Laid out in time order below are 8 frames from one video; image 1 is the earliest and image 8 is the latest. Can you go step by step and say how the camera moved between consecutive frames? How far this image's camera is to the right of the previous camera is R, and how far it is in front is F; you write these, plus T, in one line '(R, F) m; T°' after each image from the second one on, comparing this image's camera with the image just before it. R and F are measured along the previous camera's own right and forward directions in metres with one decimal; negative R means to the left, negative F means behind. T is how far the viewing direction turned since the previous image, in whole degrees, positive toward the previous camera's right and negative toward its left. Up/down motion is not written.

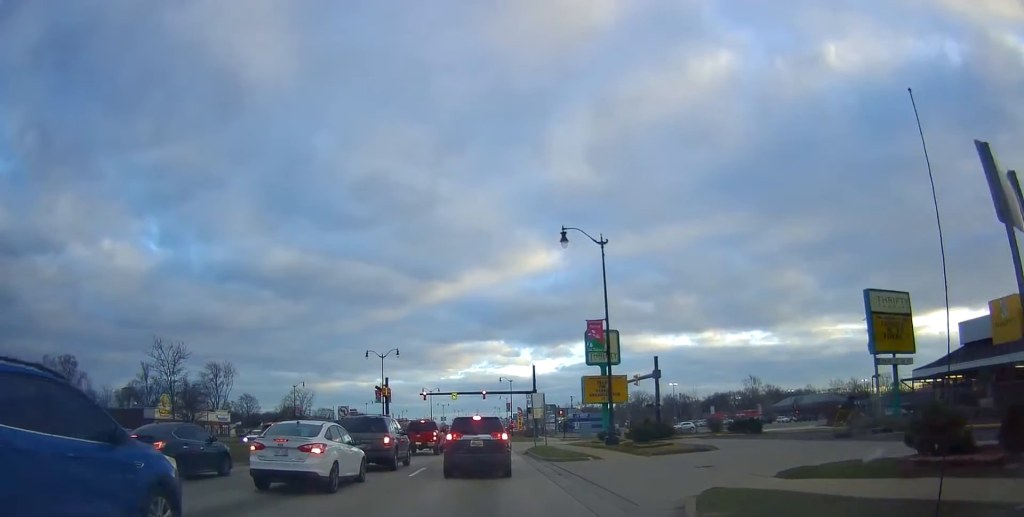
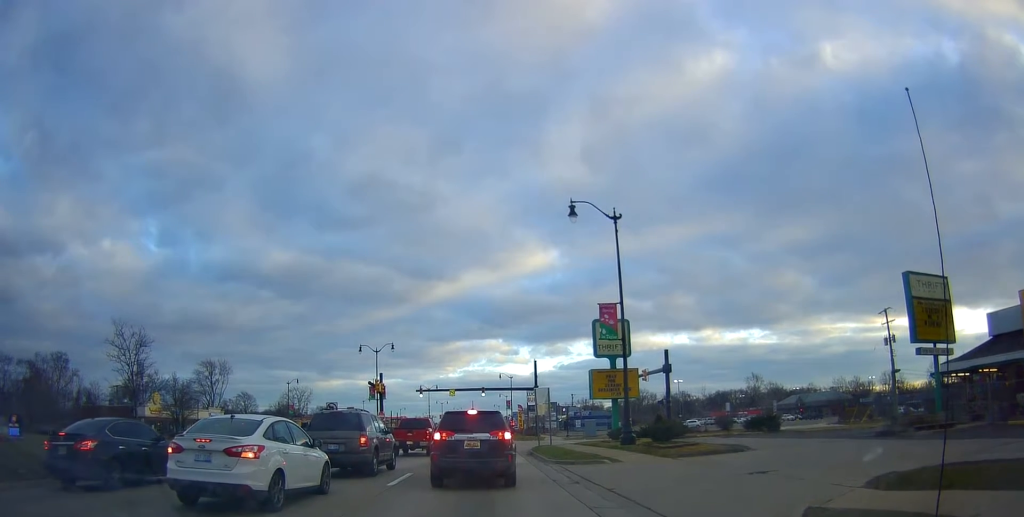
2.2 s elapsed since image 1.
(-0.2, +5.6) m; -2°
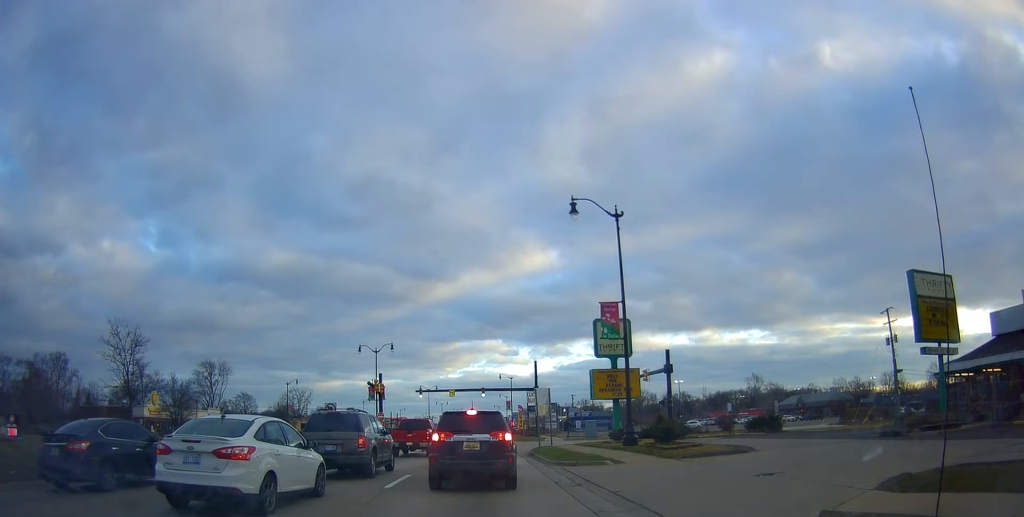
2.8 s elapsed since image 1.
(-0.3, +0.4) m; 0°
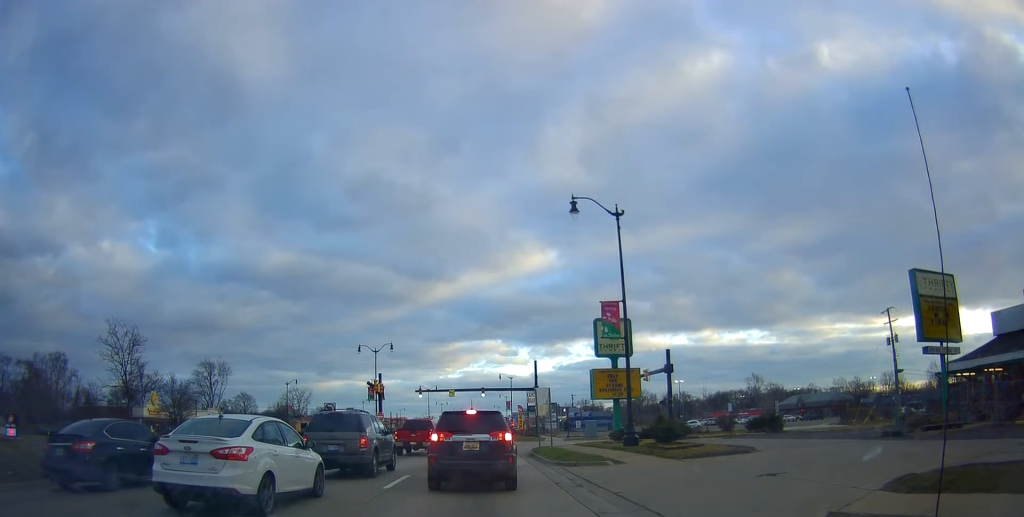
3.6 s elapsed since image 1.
(-0.4, +0.2) m; 0°
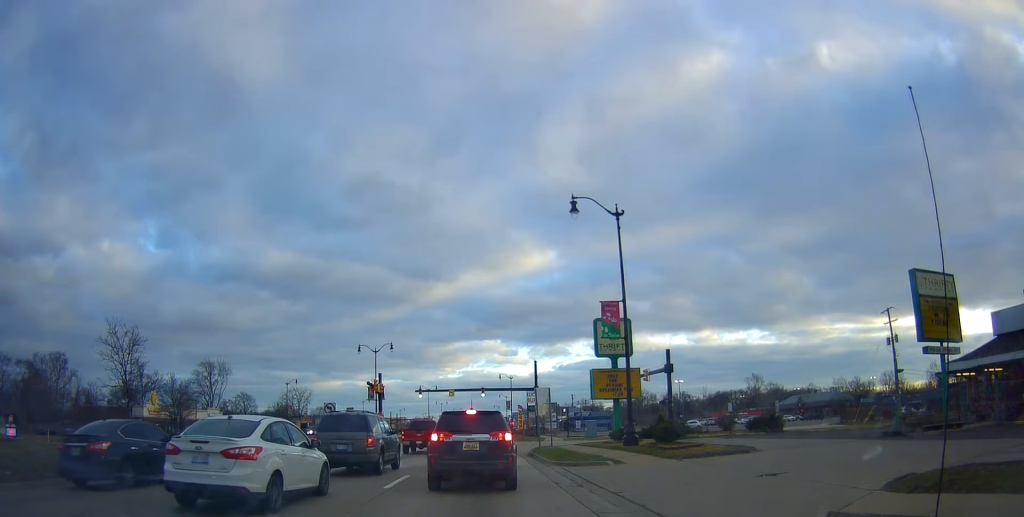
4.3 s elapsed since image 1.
(0.0, 0.0) m; 0°
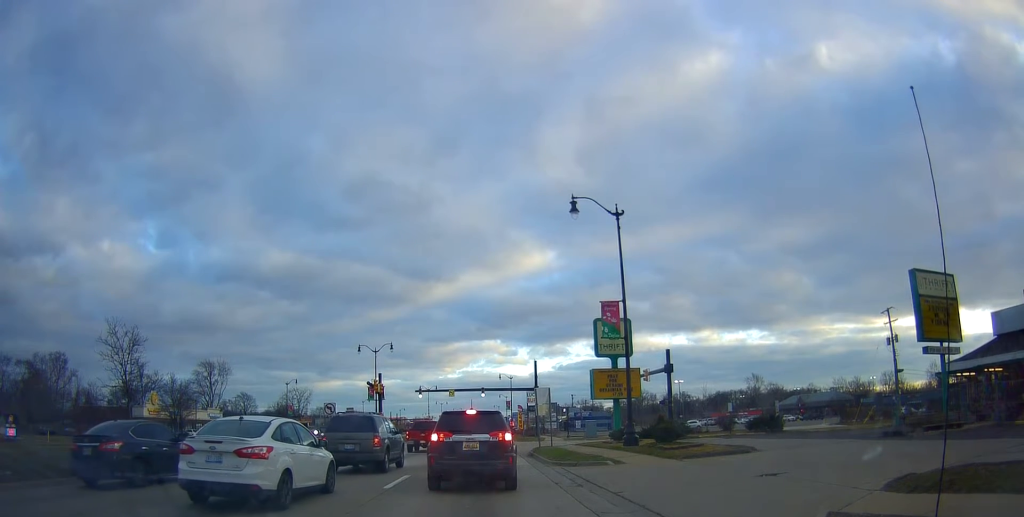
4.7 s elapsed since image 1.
(0.0, 0.0) m; 0°
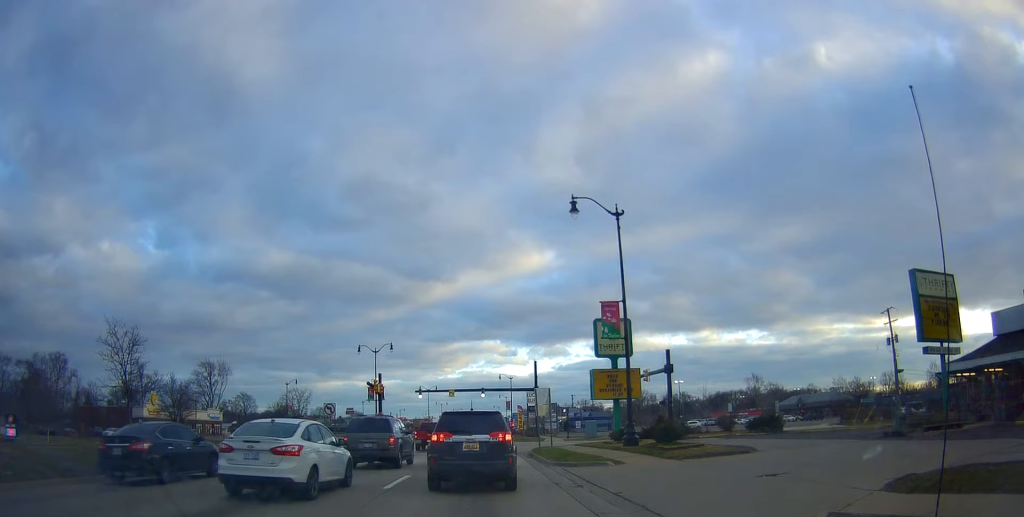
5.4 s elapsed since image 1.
(0.0, 0.0) m; 0°
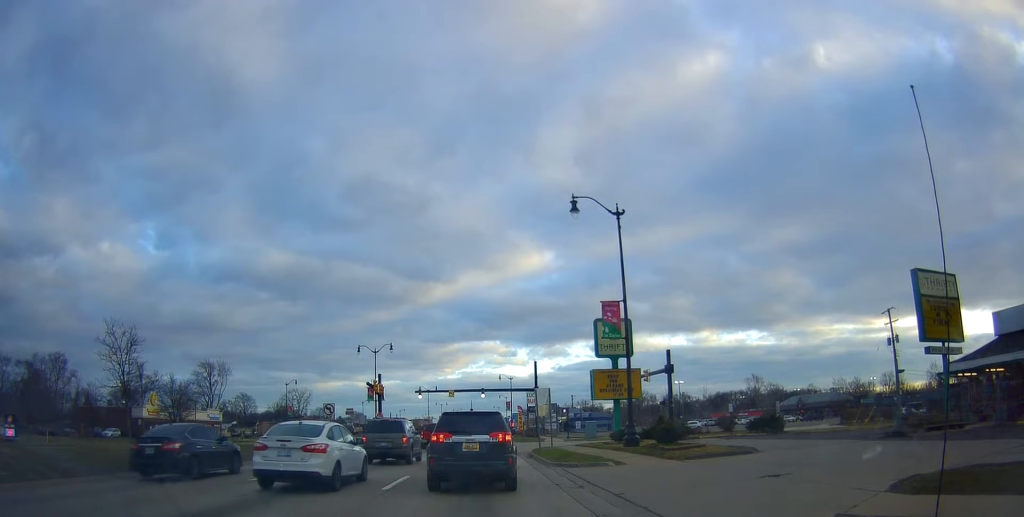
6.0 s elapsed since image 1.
(0.0, +0.3) m; 0°
